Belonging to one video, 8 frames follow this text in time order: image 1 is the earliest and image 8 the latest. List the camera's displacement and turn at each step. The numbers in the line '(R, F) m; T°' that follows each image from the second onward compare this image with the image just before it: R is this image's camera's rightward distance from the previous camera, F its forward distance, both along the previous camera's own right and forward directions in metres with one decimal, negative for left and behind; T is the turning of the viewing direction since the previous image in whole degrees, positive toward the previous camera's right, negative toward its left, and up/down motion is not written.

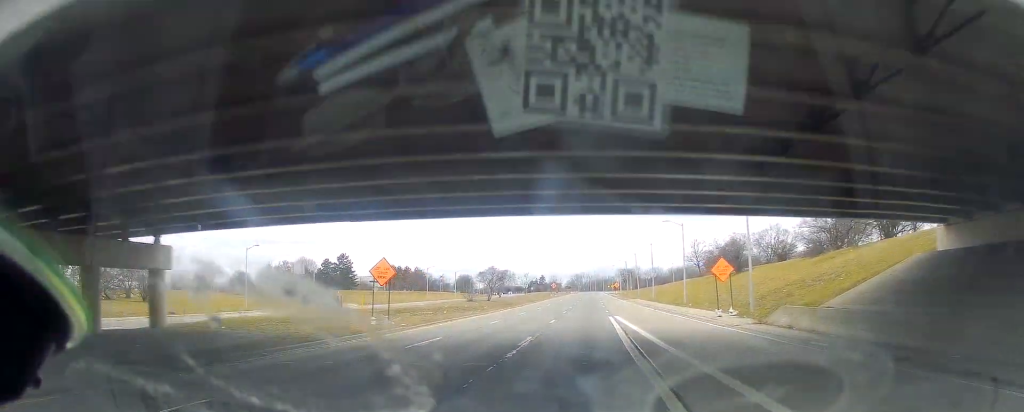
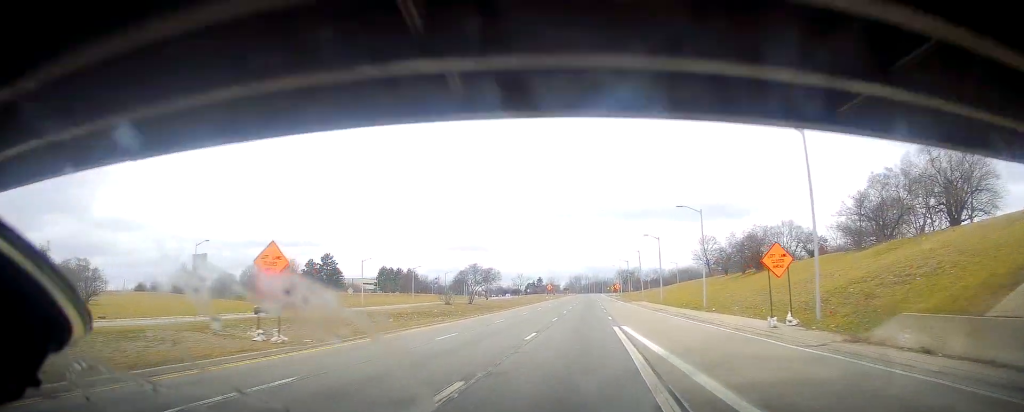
(-0.3, +12.0) m; 0°
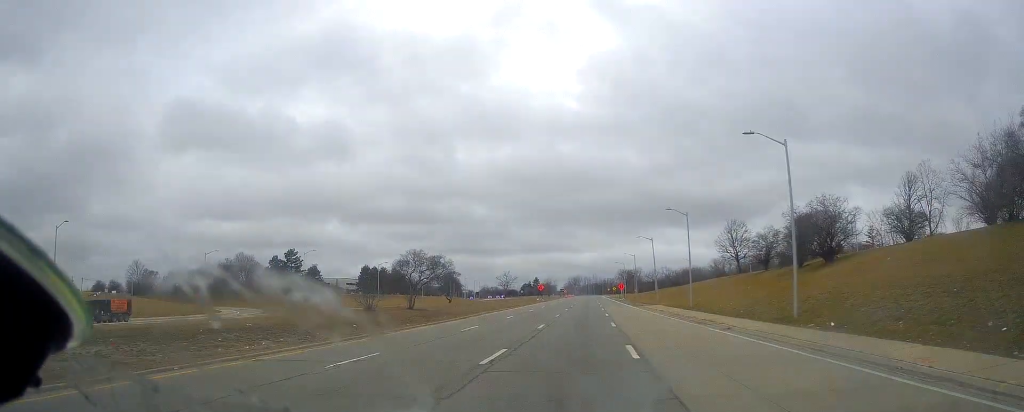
(+0.4, +24.2) m; 0°
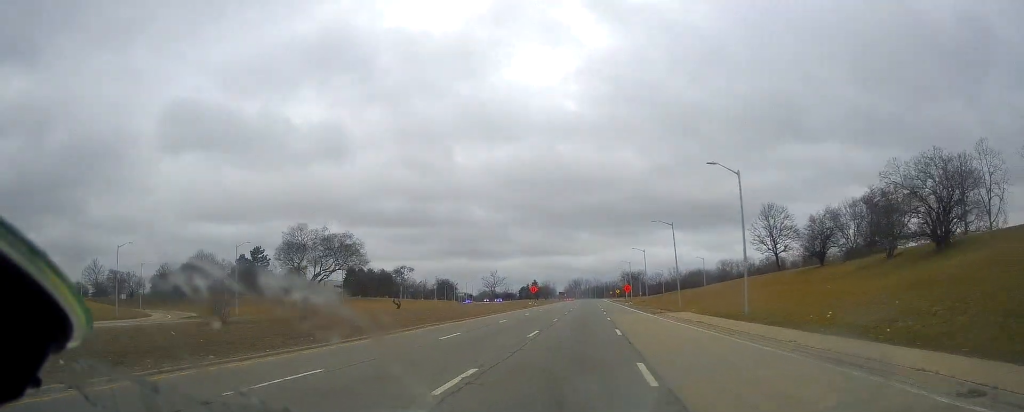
(-0.2, +19.7) m; 0°
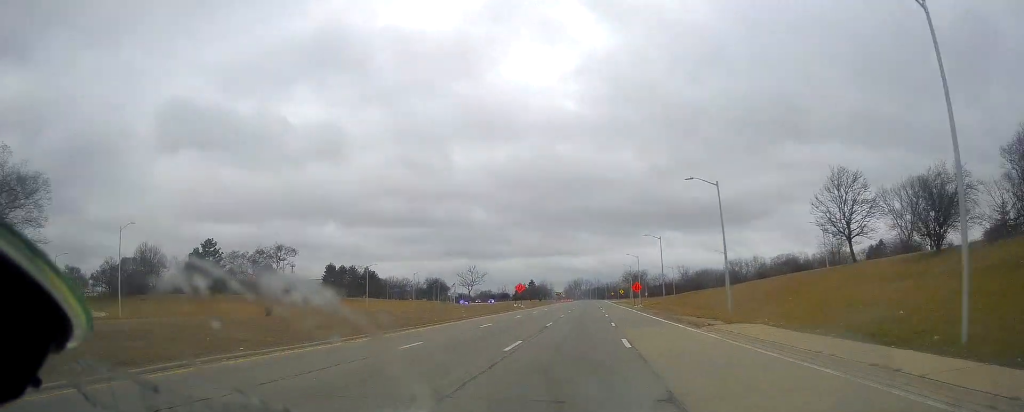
(+0.1, +22.3) m; +1°
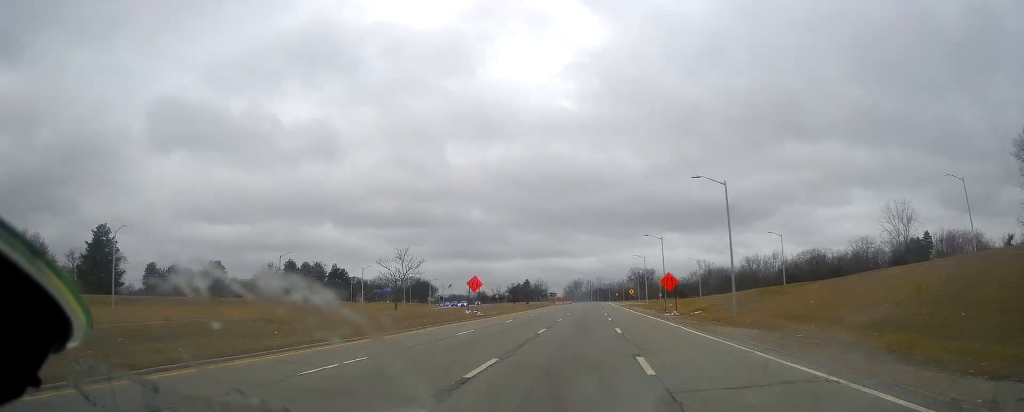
(+0.4, +36.9) m; -1°
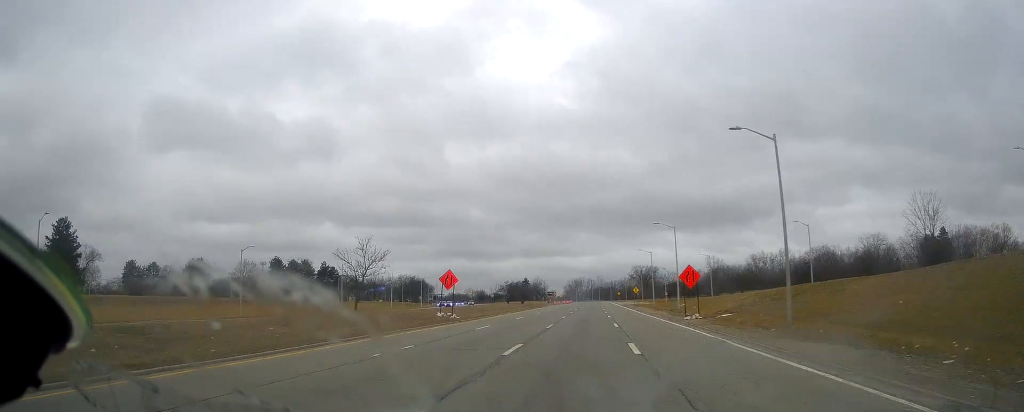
(-0.2, +10.9) m; -1°
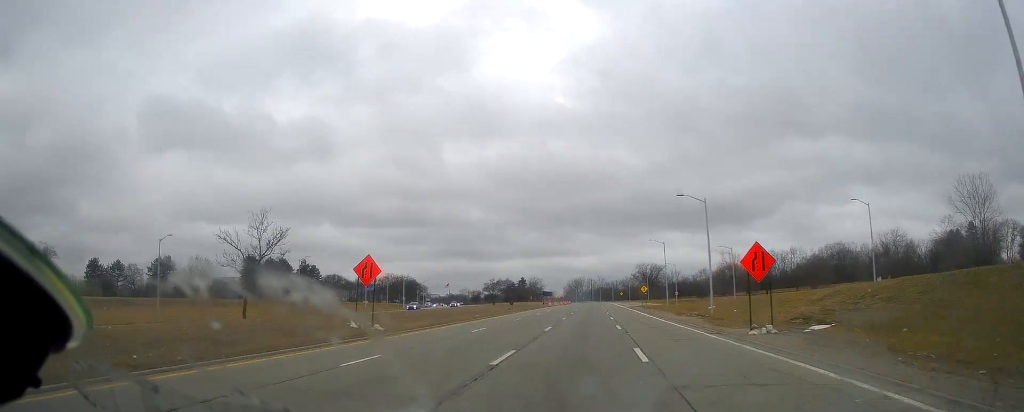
(-0.2, +17.7) m; -1°
